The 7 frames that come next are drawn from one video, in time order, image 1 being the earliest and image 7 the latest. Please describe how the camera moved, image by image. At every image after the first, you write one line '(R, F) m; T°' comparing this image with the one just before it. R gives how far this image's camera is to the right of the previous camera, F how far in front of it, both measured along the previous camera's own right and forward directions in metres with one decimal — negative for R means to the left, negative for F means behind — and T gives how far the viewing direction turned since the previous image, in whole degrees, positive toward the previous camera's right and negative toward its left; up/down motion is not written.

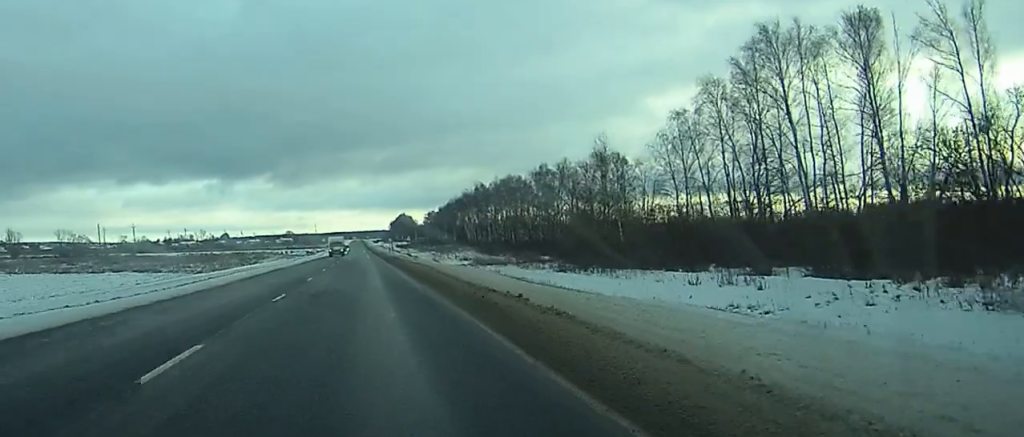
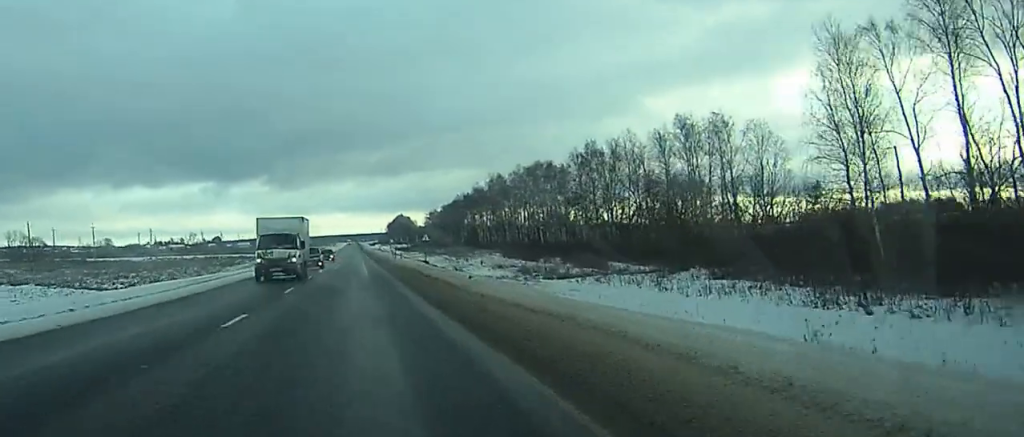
(-1.5, +46.1) m; 0°
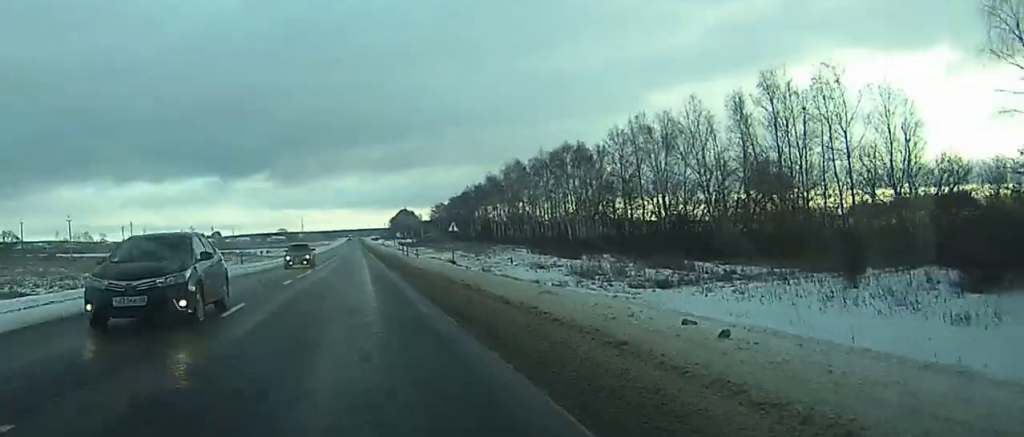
(+1.0, +25.4) m; +2°
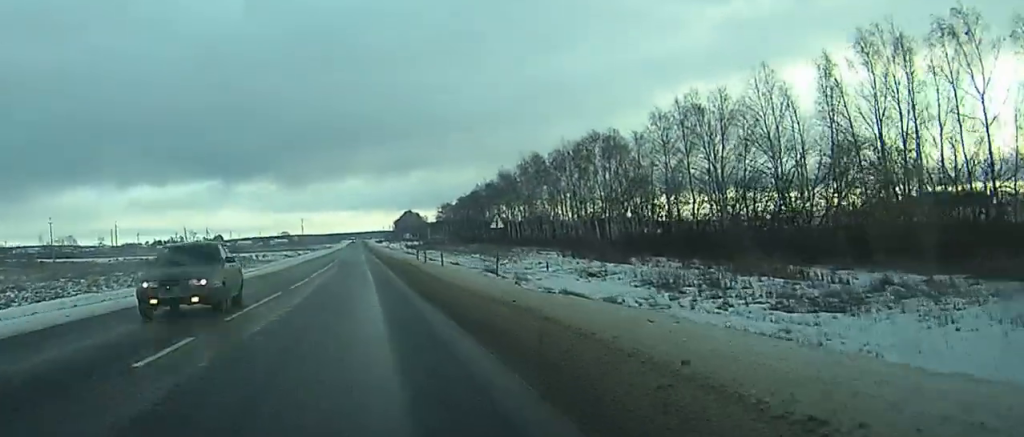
(+0.1, +18.3) m; 0°
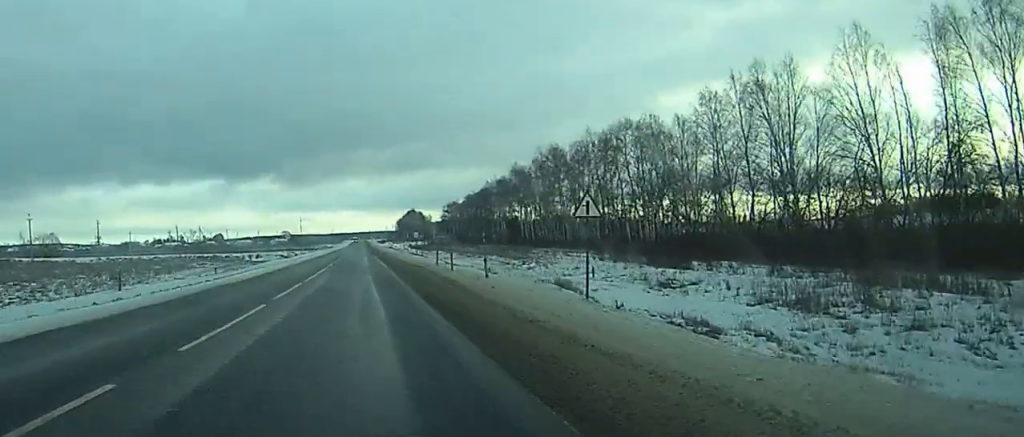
(0.0, +16.2) m; 0°
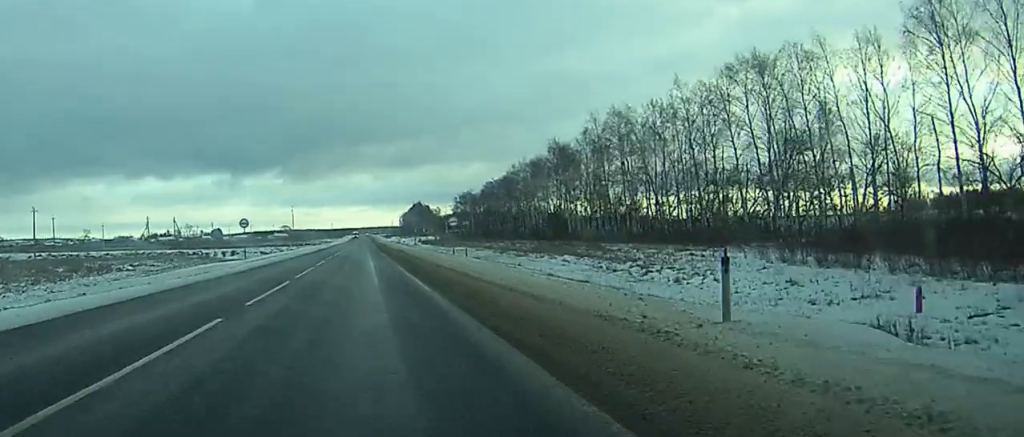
(0.0, +40.2) m; 0°
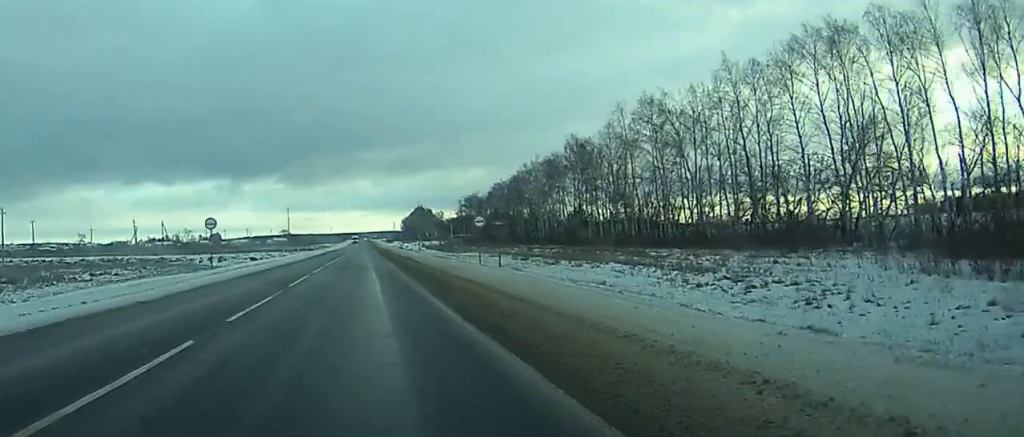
(0.0, +14.2) m; 0°
